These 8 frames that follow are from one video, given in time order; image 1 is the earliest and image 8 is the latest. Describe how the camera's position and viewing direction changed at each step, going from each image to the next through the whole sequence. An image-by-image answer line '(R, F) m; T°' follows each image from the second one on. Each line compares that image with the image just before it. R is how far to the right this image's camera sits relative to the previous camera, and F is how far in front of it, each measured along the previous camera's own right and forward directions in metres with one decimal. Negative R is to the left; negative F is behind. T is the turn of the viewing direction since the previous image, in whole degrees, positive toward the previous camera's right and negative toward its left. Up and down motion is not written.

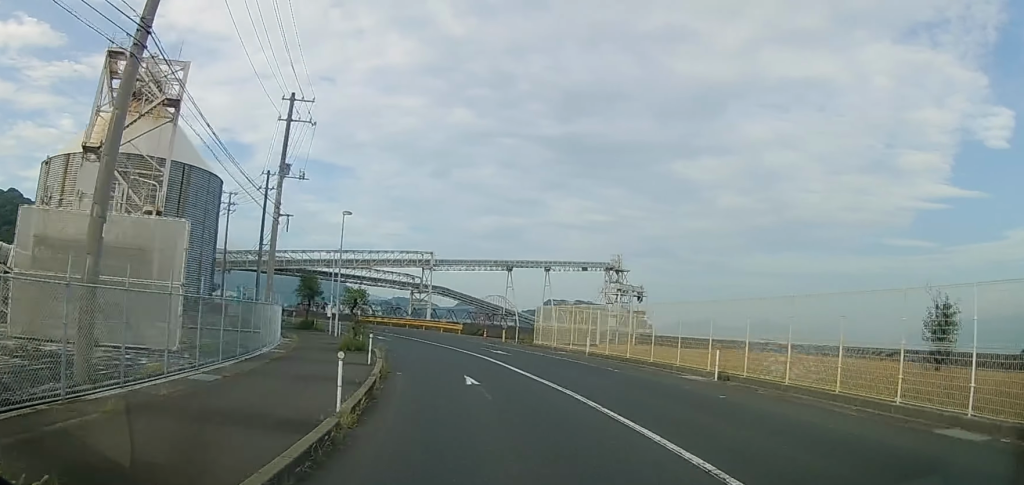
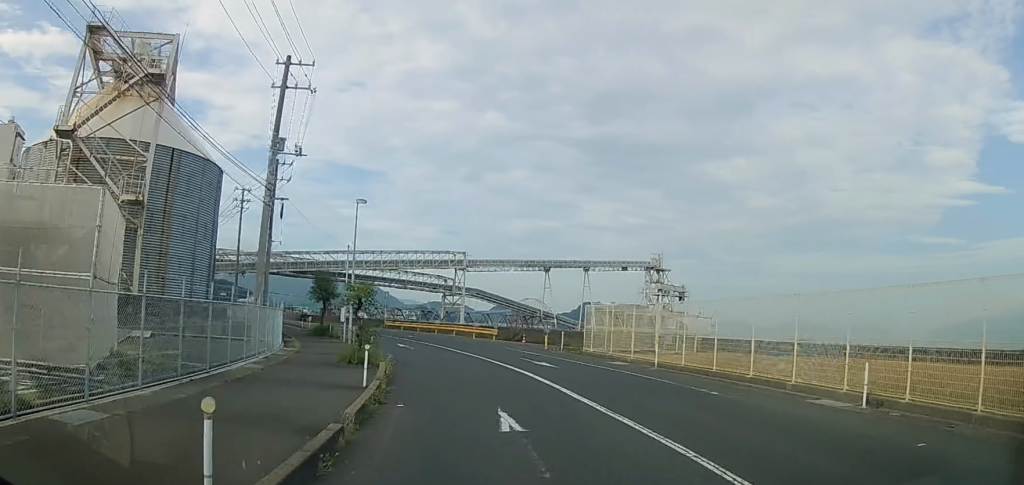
(-0.3, +5.9) m; -3°
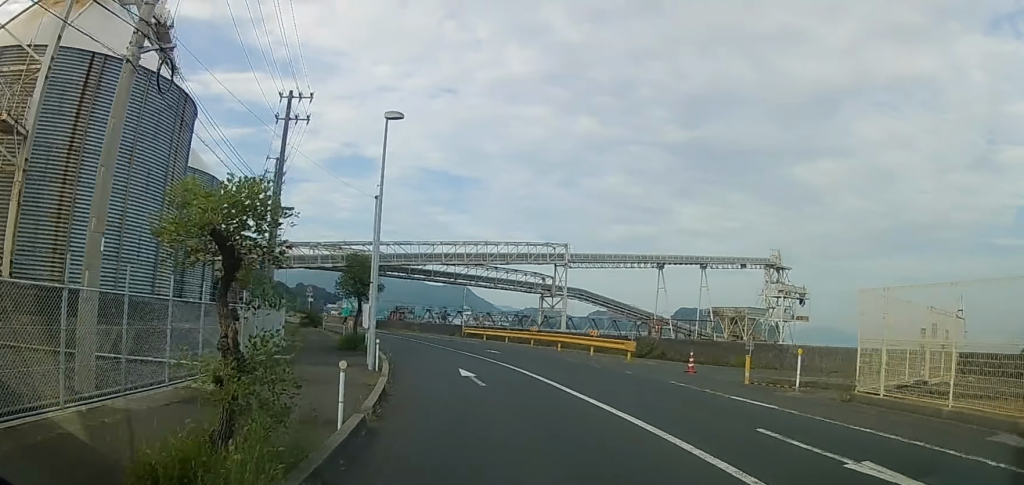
(-0.9, +16.2) m; -9°
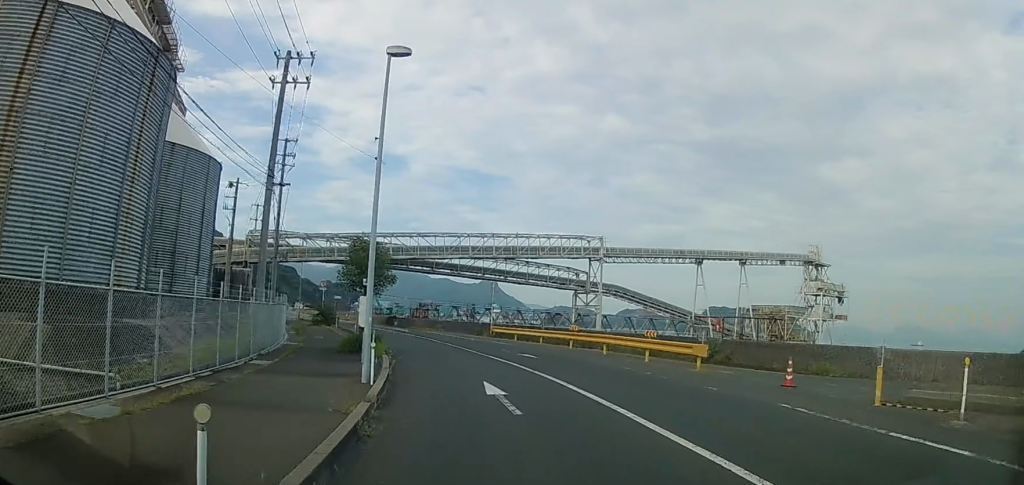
(-0.4, +5.1) m; -3°
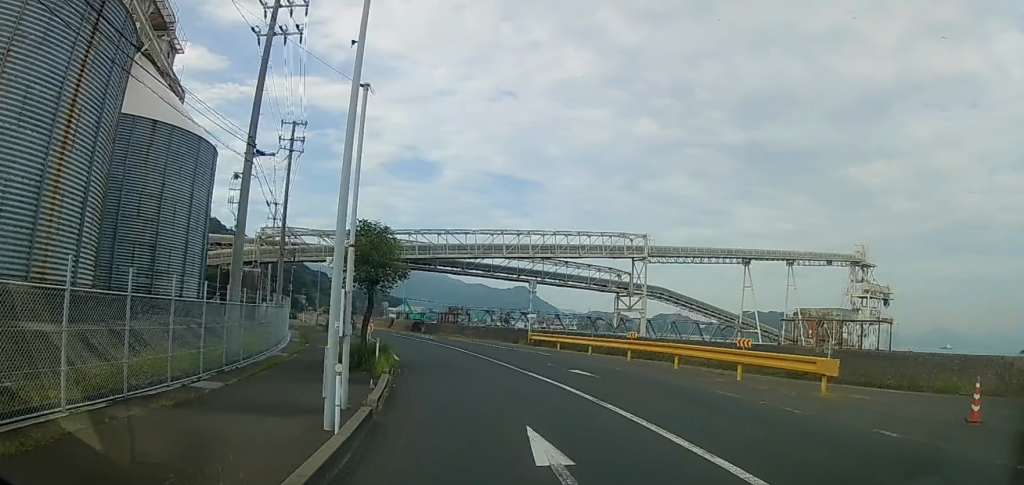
(-0.2, +6.3) m; -4°
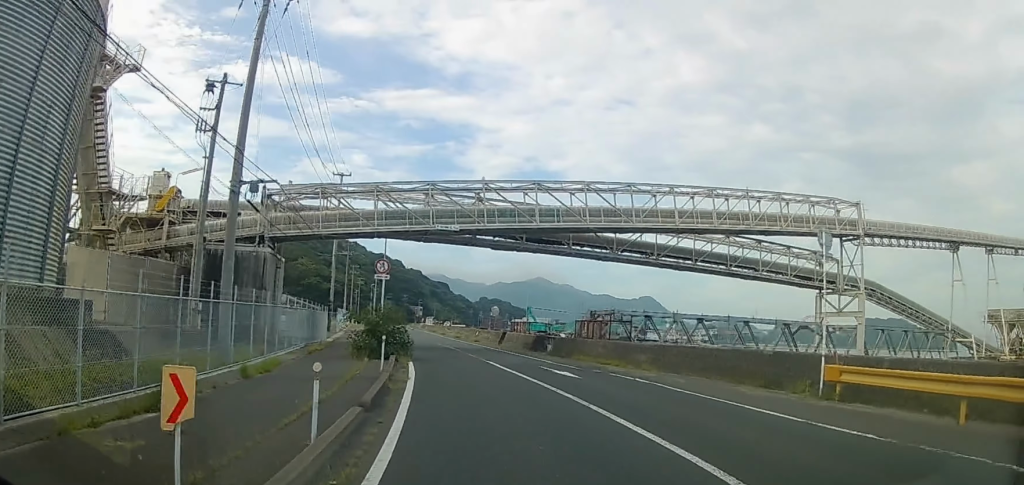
(-2.6, +23.1) m; -12°
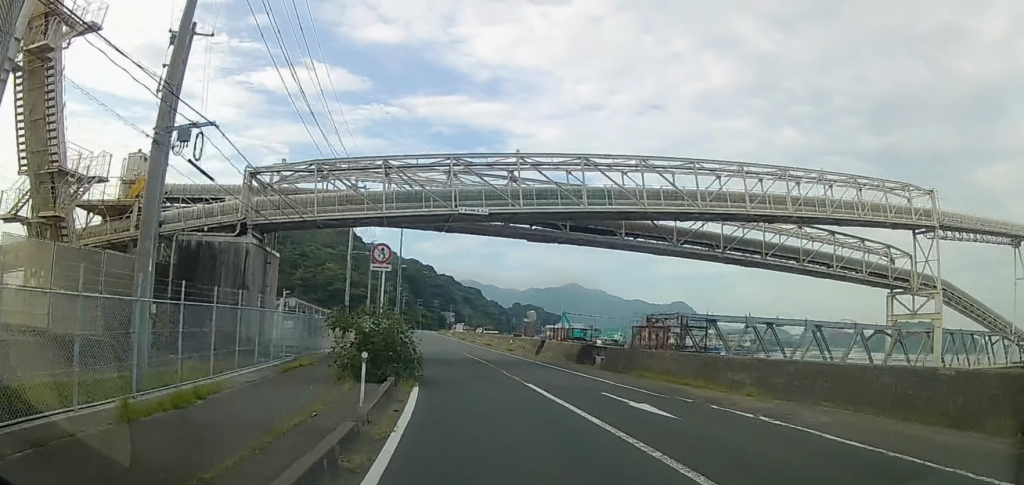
(-0.1, +6.1) m; -3°
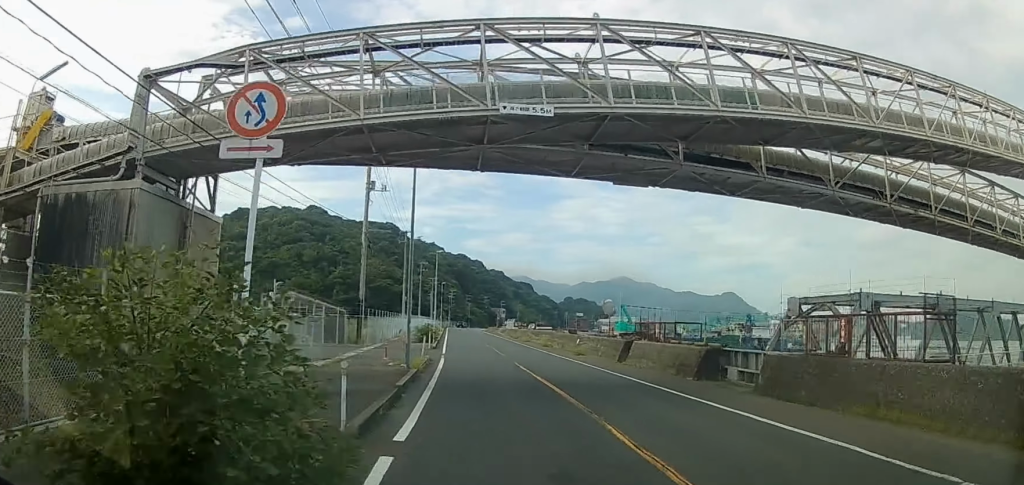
(-0.7, +12.4) m; -5°
